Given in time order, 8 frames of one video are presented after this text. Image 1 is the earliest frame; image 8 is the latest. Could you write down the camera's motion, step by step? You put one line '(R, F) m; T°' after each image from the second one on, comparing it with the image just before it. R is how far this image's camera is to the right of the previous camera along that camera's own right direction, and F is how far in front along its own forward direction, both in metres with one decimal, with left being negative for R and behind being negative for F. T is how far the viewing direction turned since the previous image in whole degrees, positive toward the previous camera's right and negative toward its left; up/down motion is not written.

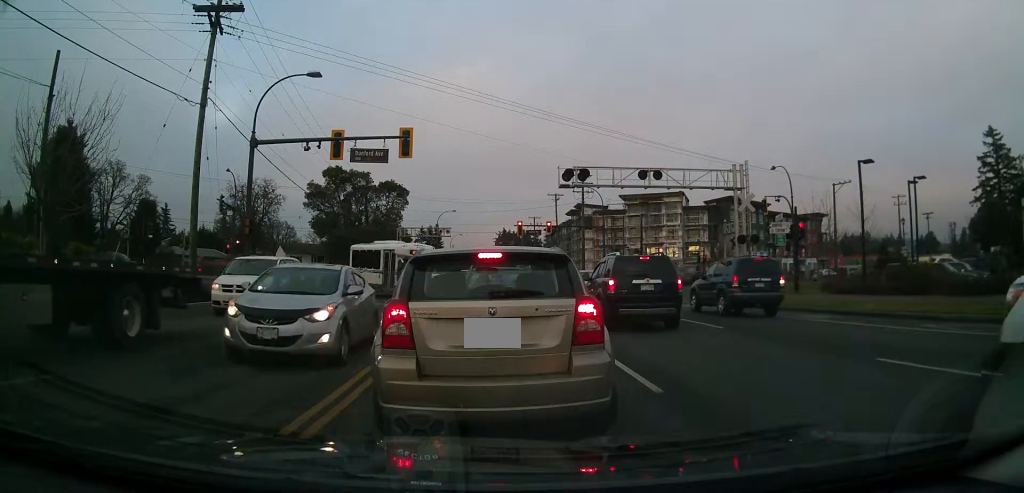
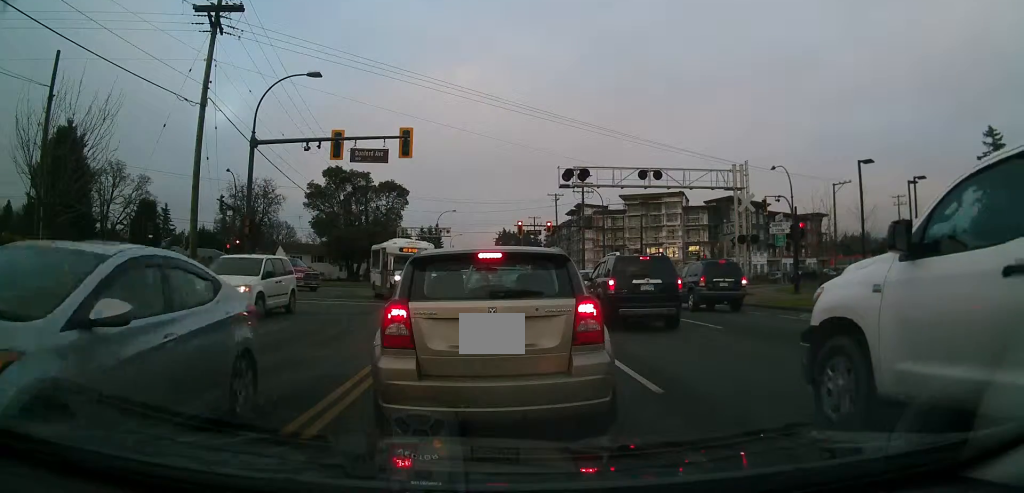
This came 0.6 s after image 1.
(0.0, 0.0) m; 0°
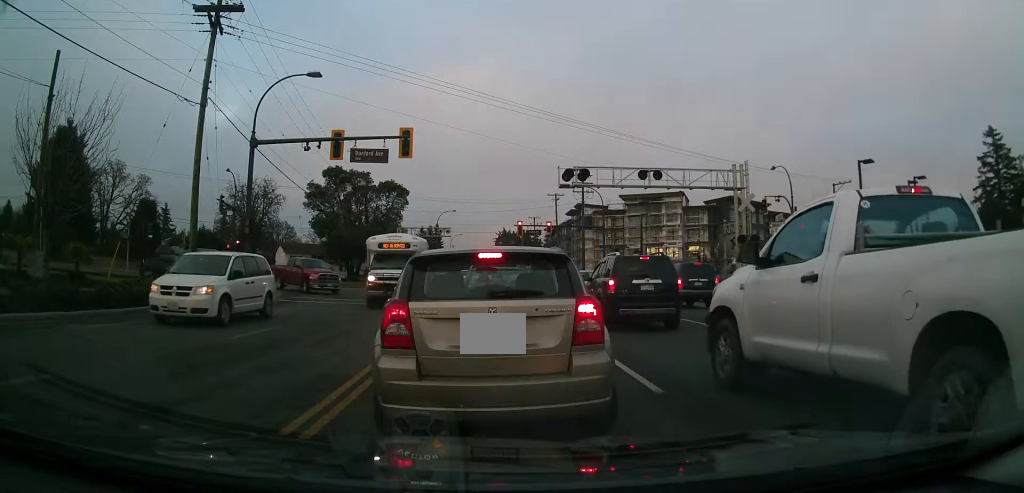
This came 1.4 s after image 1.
(0.0, 0.0) m; 0°
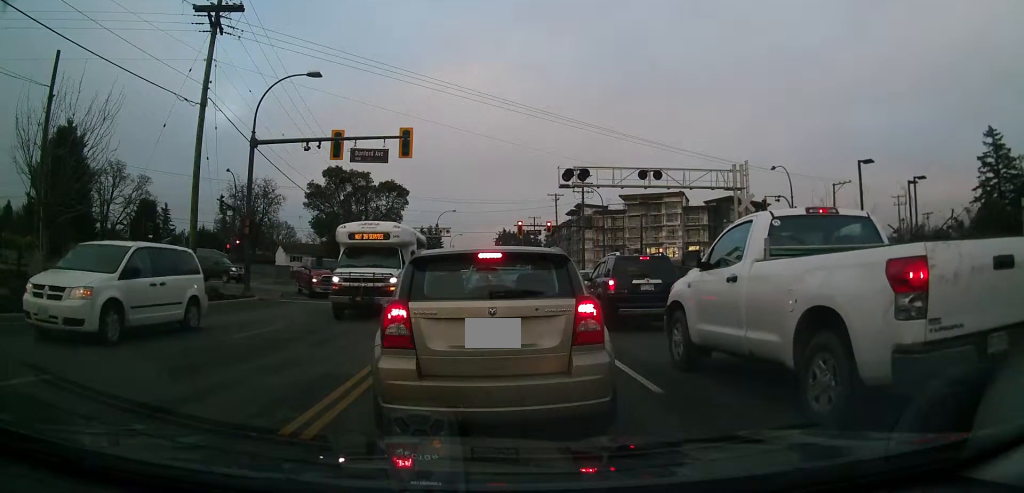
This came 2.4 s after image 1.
(0.0, 0.0) m; 0°
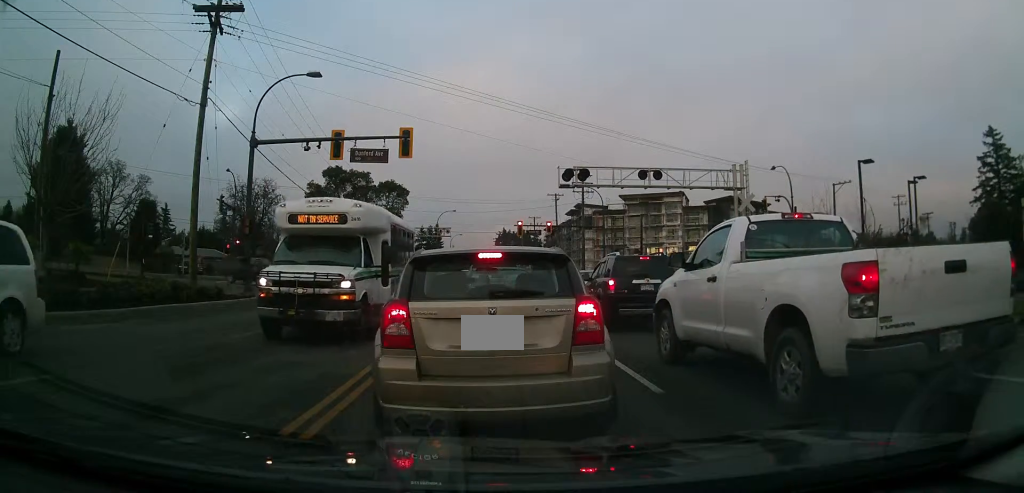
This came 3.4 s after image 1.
(0.0, 0.0) m; 0°
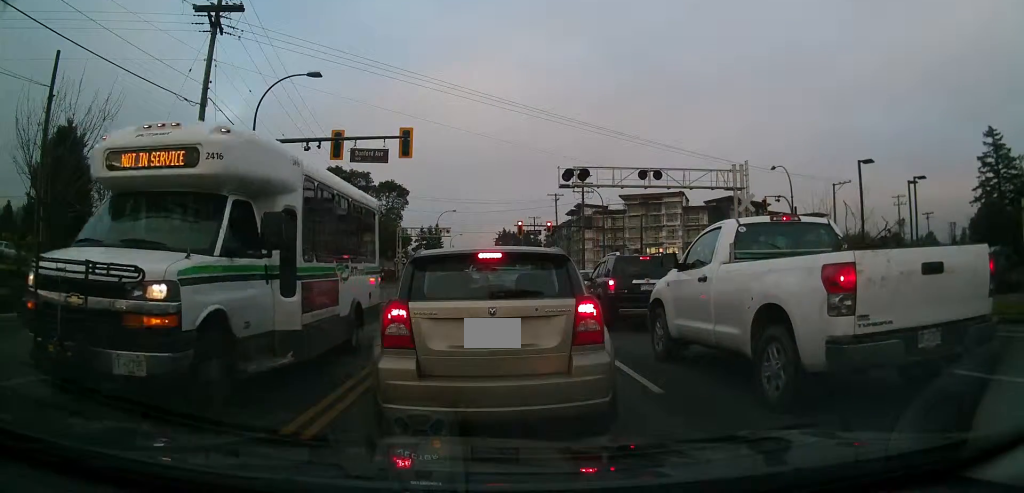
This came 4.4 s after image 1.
(0.0, 0.0) m; 0°
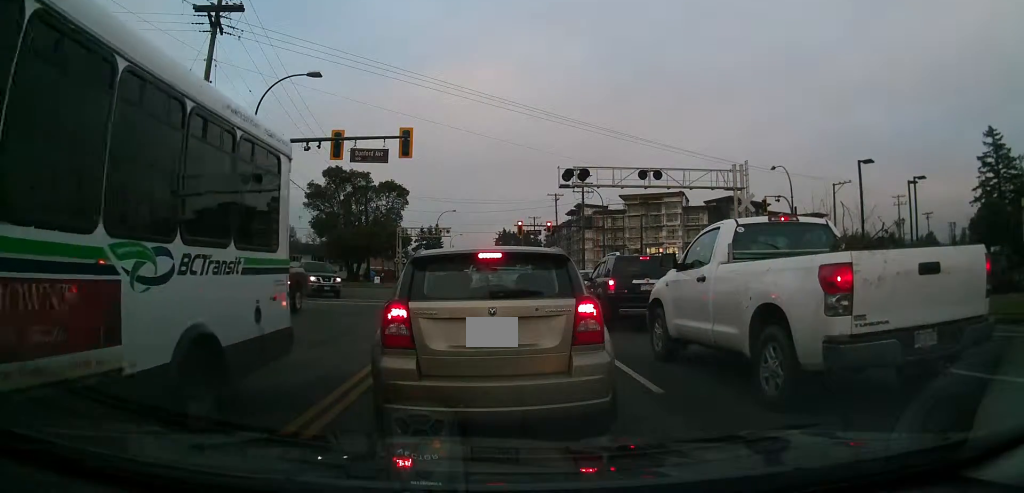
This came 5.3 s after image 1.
(0.0, 0.0) m; 0°
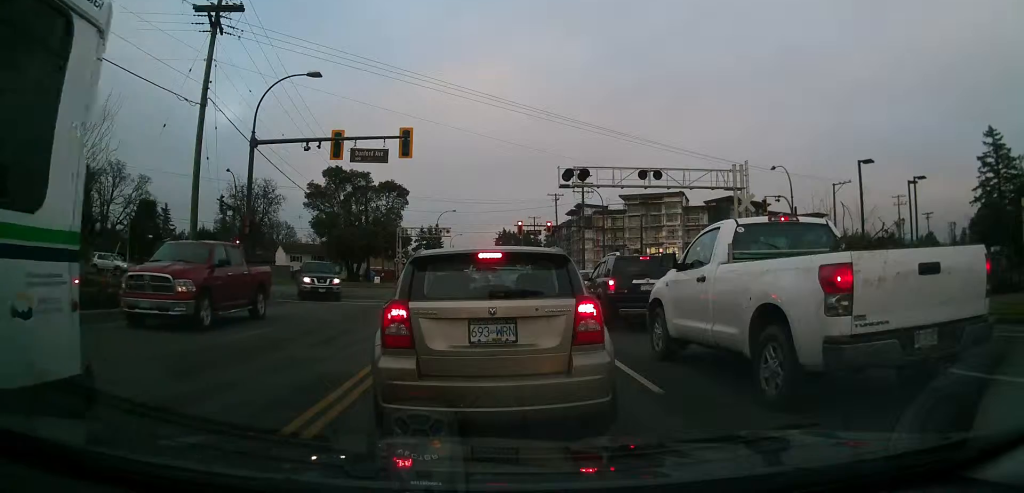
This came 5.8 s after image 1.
(0.0, 0.0) m; 0°
